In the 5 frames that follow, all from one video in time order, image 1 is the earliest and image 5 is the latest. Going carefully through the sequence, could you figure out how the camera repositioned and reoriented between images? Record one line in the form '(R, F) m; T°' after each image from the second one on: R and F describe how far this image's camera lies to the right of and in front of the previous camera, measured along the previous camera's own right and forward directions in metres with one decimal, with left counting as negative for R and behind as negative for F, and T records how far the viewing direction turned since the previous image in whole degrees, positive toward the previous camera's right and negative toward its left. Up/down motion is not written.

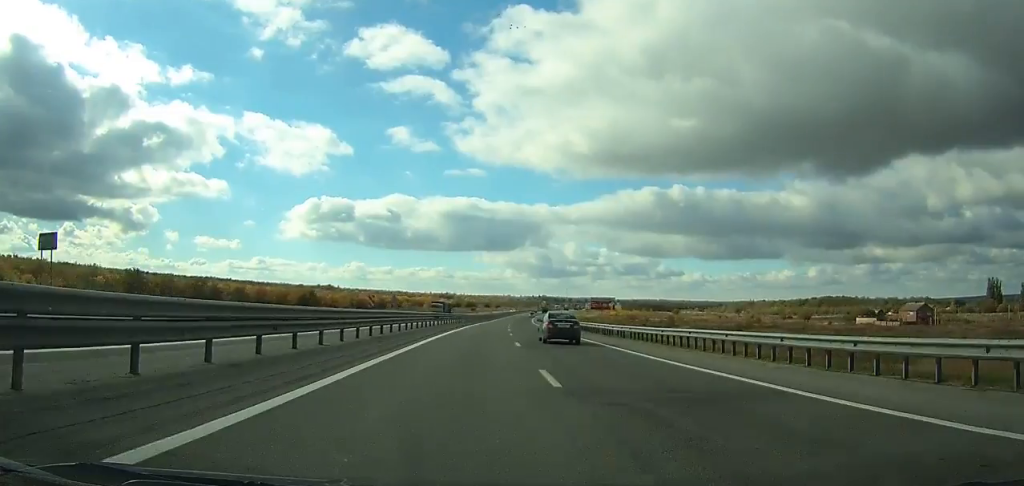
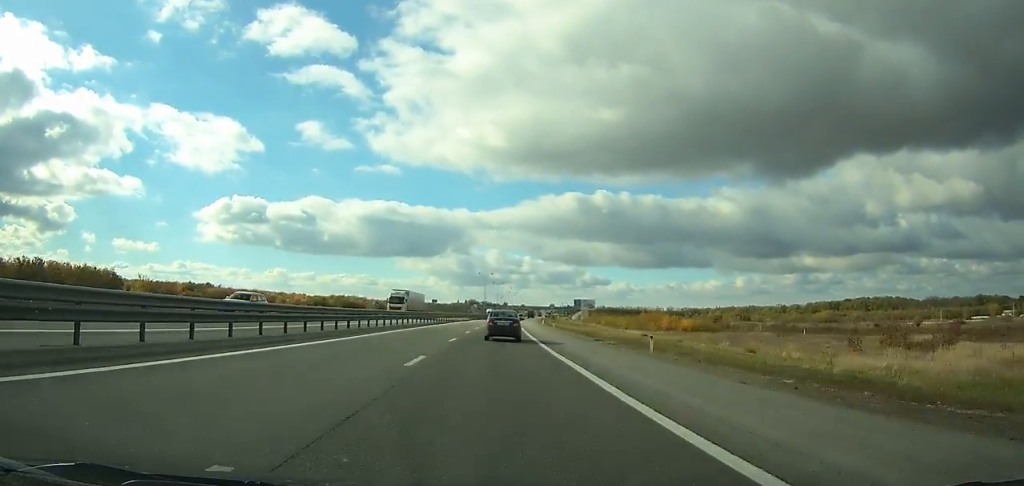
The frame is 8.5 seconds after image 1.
(+15.0, +215.7) m; +7°
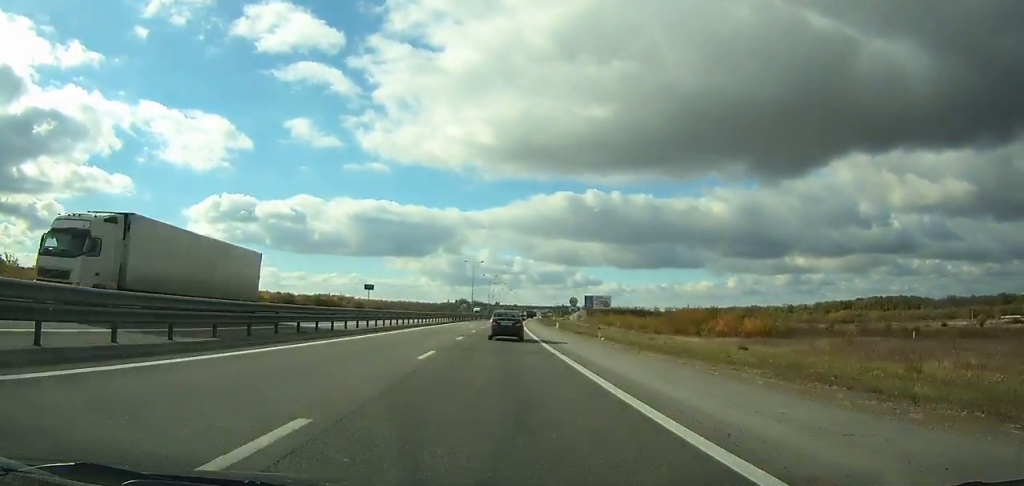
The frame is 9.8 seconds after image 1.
(+0.1, +30.5) m; +1°
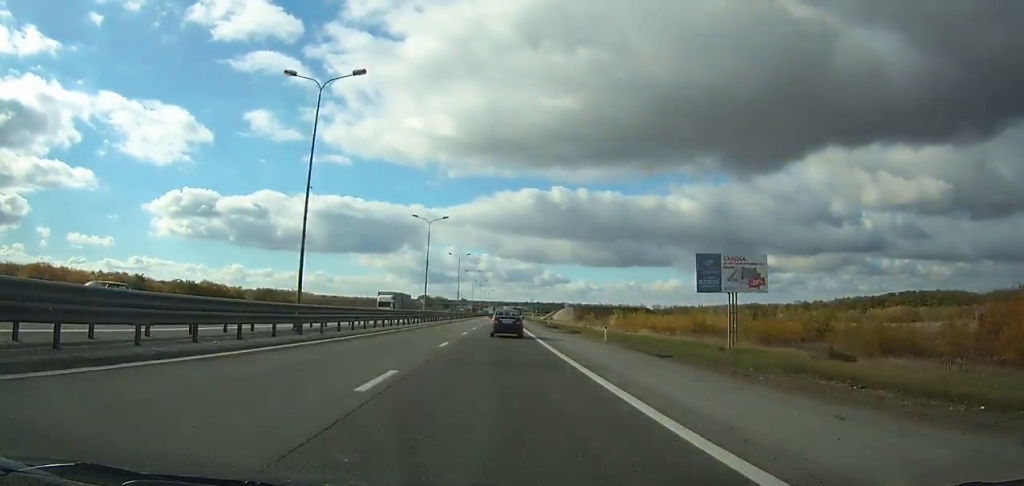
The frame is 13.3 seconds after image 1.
(+1.7, +78.9) m; +2°
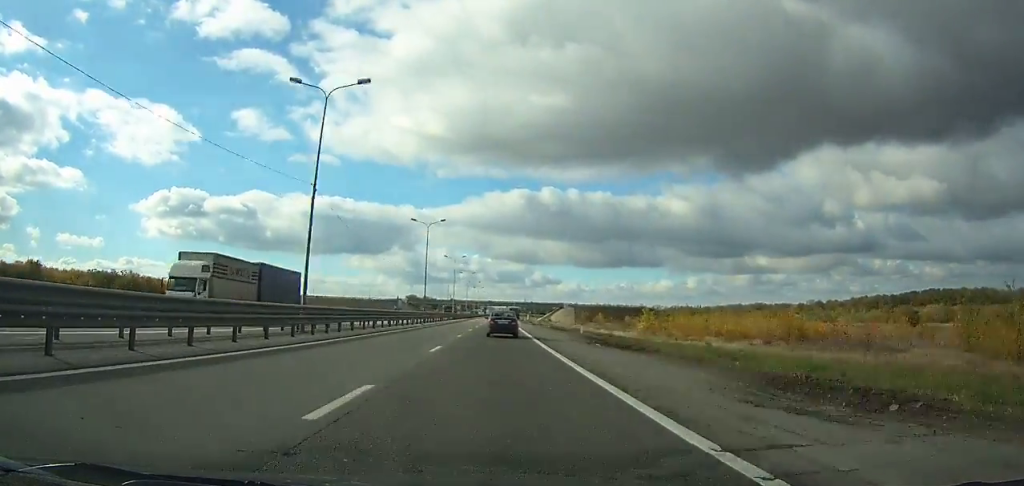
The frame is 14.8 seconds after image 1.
(+0.5, +34.3) m; +1°
